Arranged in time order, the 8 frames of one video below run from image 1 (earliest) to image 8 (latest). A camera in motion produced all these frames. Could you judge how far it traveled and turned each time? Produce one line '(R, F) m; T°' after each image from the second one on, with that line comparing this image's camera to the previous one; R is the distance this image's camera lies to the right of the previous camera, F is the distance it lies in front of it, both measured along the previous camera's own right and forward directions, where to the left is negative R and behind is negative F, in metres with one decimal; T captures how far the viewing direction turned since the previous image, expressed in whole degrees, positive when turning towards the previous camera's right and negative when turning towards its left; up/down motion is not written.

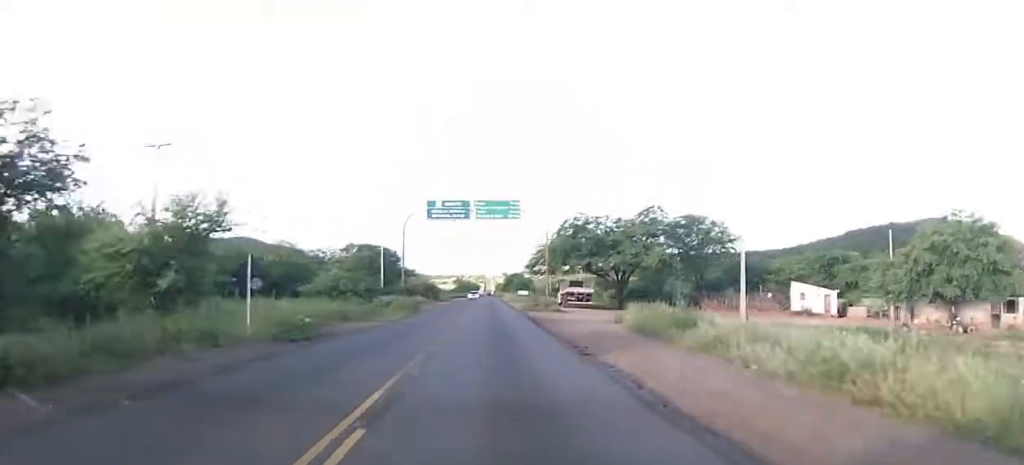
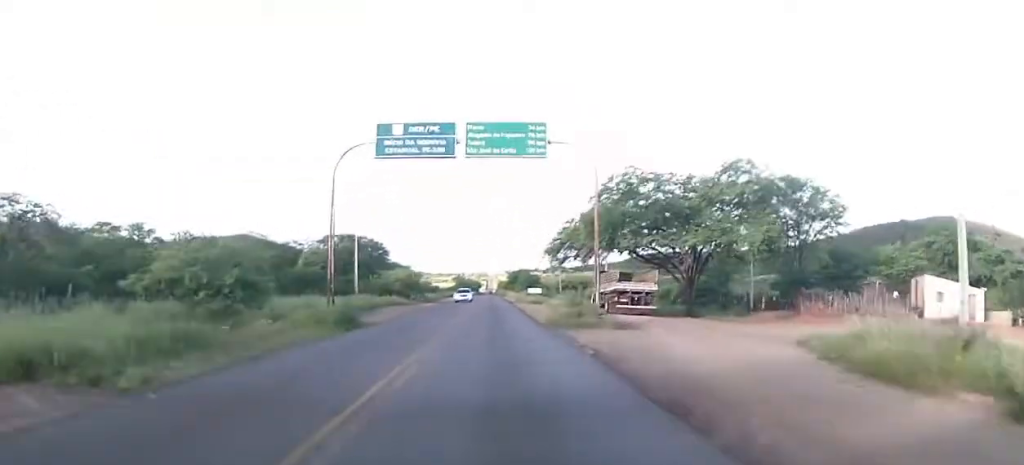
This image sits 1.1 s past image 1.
(-0.8, +24.5) m; 0°
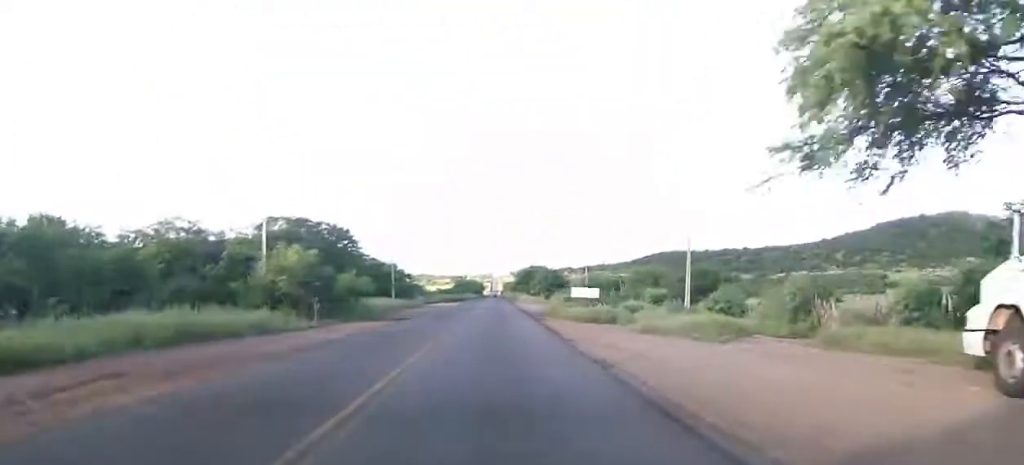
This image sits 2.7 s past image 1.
(+0.4, +40.5) m; 0°
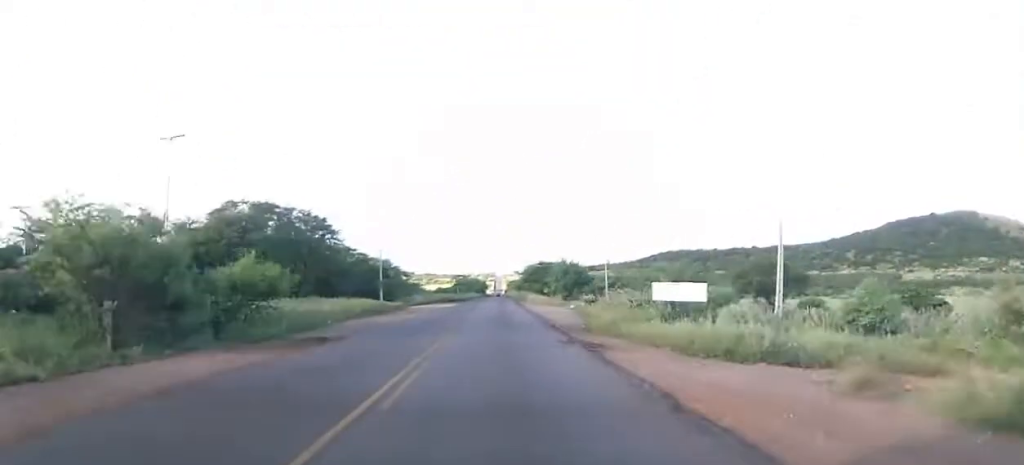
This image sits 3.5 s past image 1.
(0.0, +18.5) m; 0°
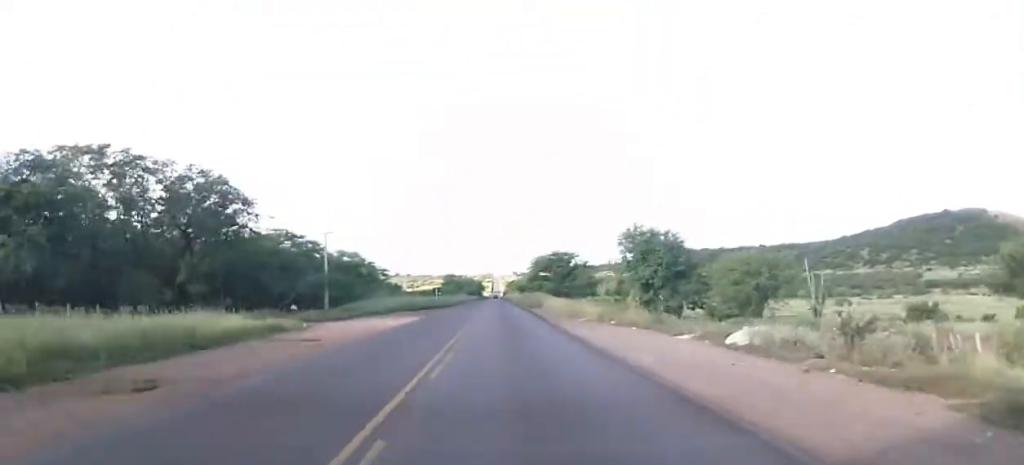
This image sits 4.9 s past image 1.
(+0.3, +37.0) m; 0°
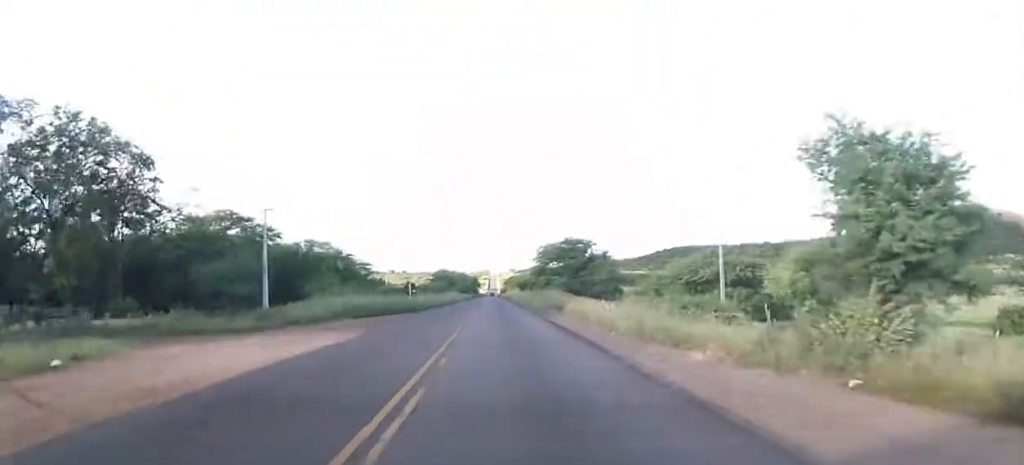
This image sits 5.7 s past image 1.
(-0.1, +20.9) m; 0°
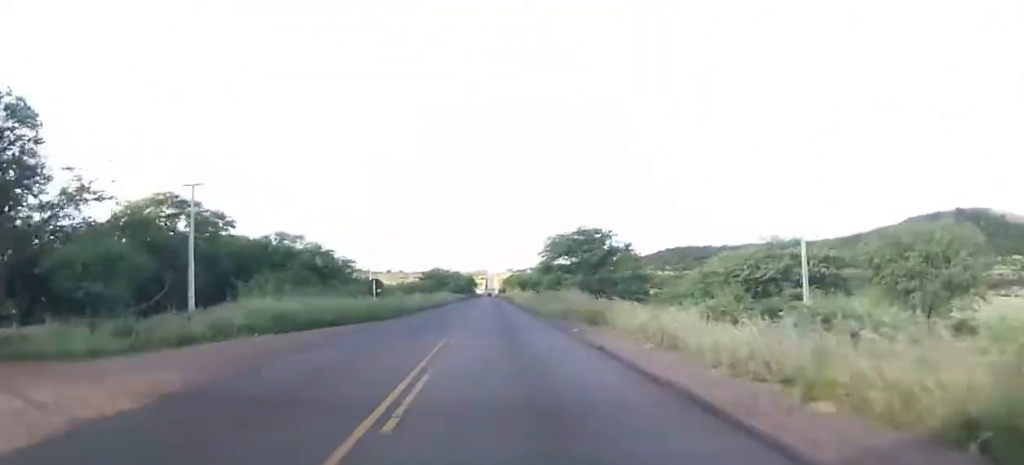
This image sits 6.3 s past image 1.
(0.0, +15.0) m; 0°
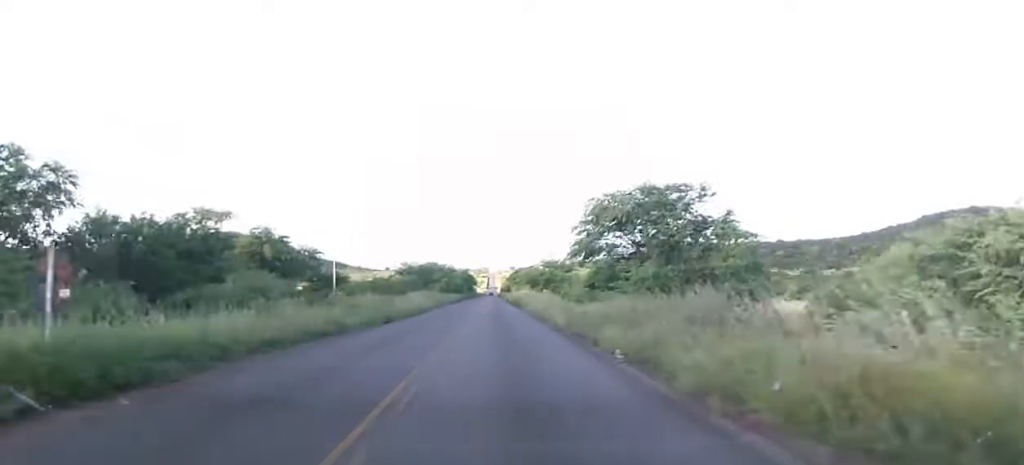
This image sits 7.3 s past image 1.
(0.0, +28.7) m; -1°
